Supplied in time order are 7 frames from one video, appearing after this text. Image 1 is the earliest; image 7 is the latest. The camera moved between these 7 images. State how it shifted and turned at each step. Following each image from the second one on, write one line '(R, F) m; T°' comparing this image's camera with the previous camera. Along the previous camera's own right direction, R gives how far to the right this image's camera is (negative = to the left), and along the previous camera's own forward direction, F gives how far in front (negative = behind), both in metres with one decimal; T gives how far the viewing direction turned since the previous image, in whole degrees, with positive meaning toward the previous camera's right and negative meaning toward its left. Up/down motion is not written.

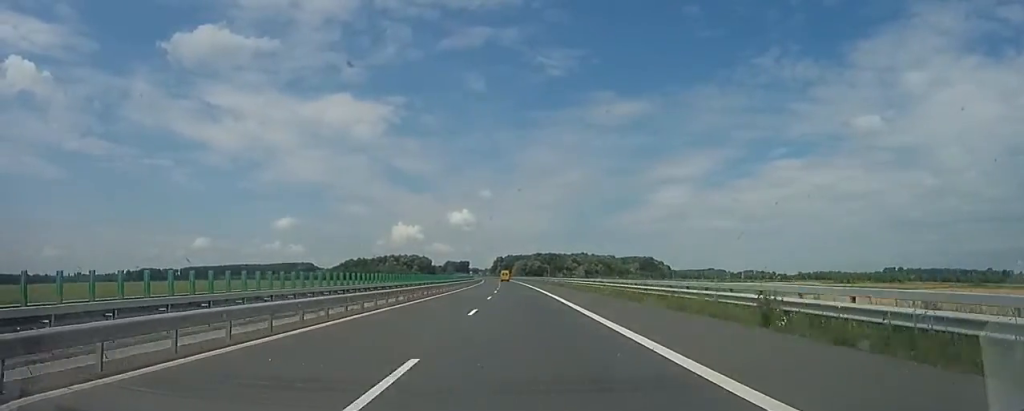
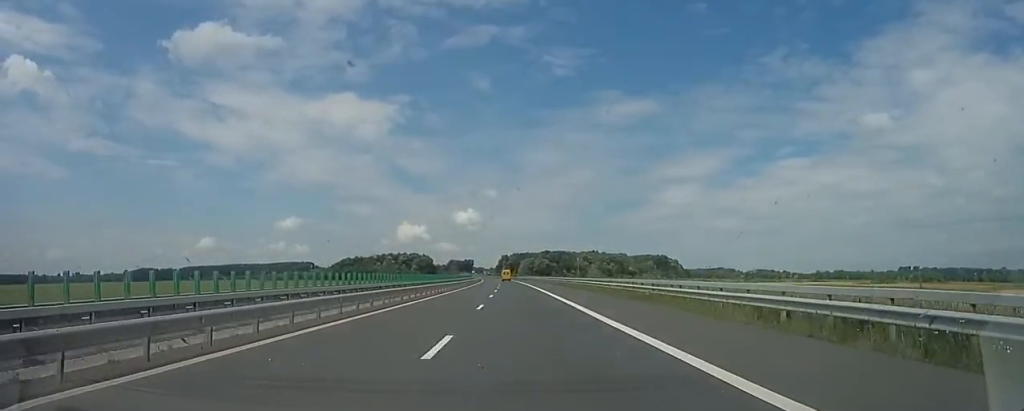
(0.0, +33.1) m; 0°
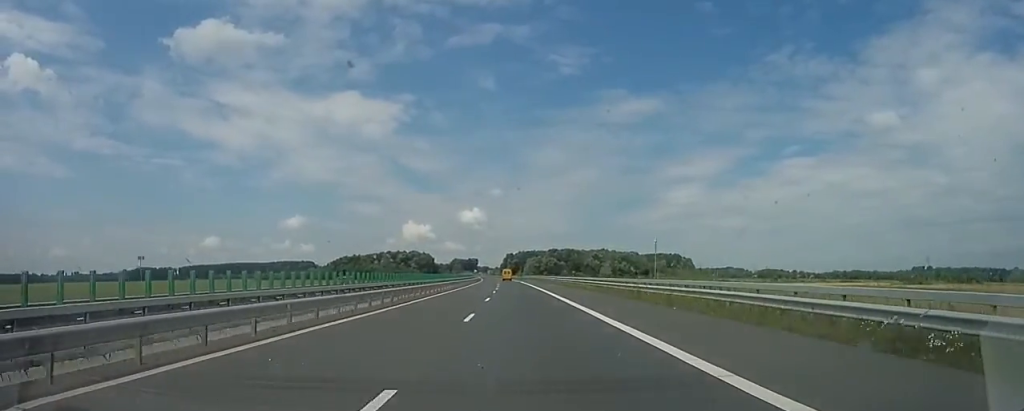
(0.0, +28.4) m; 0°
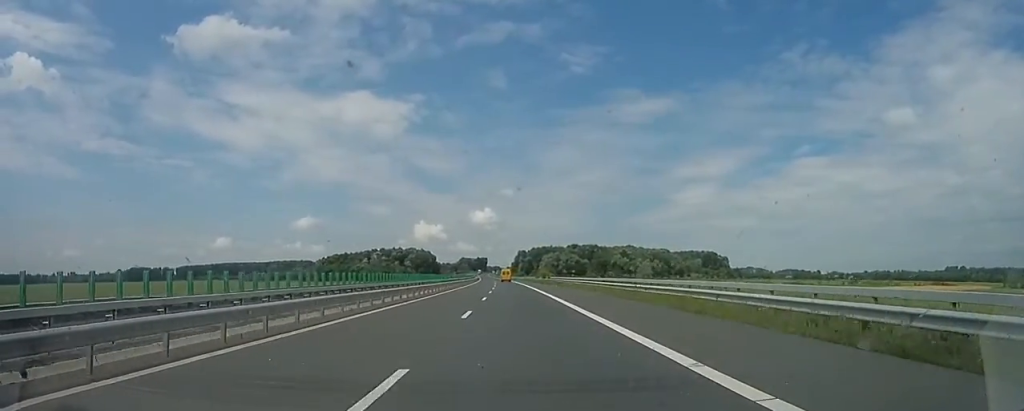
(-0.3, +67.4) m; -2°
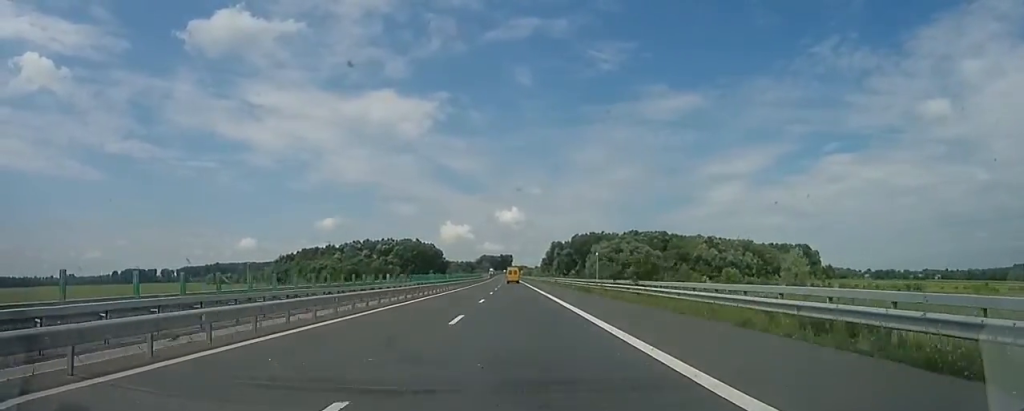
(-4.6, +117.1) m; -3°
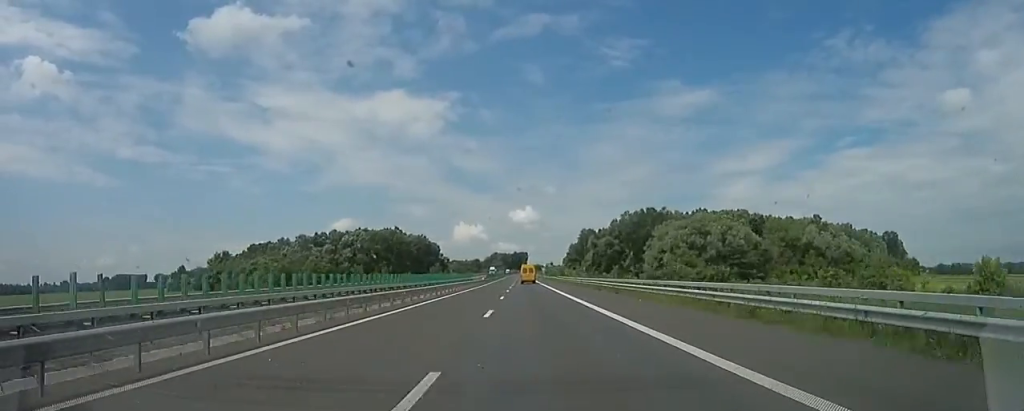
(-1.9, +81.8) m; -2°
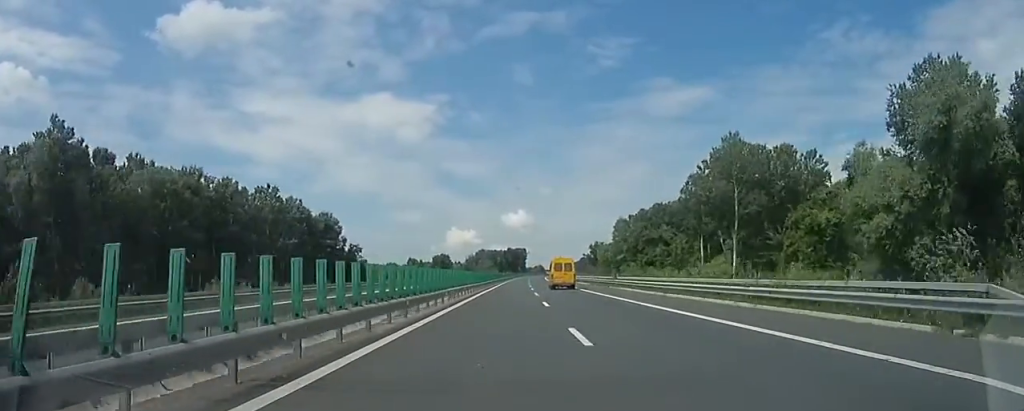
(-0.3, +167.5) m; 0°
